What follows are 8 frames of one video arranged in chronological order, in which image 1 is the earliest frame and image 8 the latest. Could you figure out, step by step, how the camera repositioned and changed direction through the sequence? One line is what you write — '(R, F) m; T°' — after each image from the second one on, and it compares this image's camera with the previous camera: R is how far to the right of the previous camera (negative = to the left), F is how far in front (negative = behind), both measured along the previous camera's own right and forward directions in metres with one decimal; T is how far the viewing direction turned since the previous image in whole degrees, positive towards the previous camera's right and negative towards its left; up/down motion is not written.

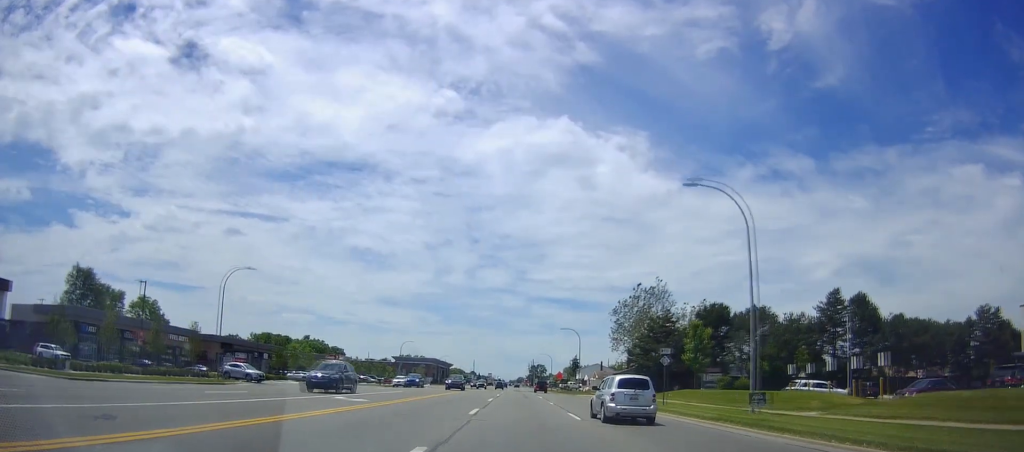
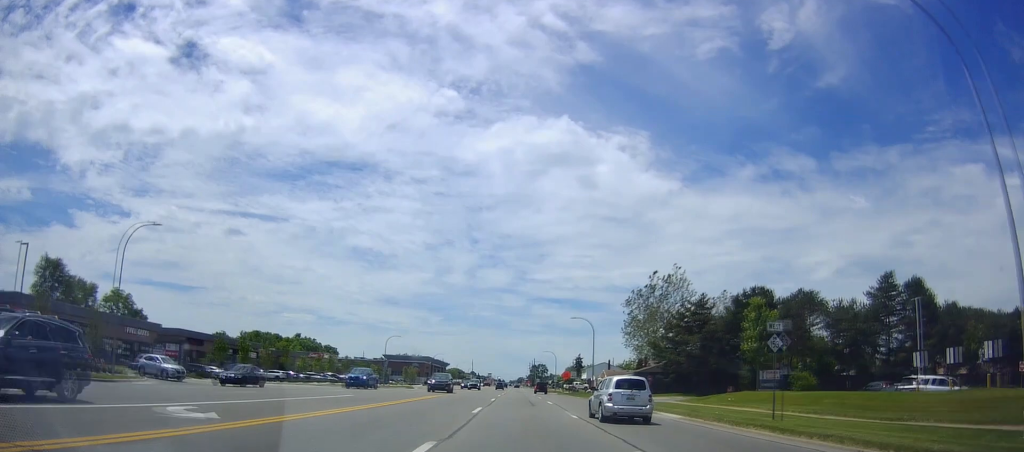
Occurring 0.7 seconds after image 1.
(-0.1, +14.0) m; -1°
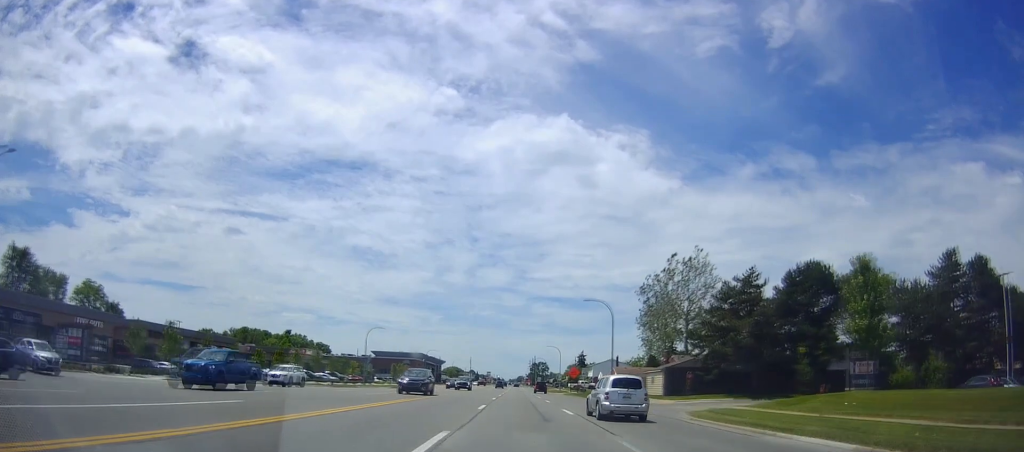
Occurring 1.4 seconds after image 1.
(-0.3, +13.5) m; 0°
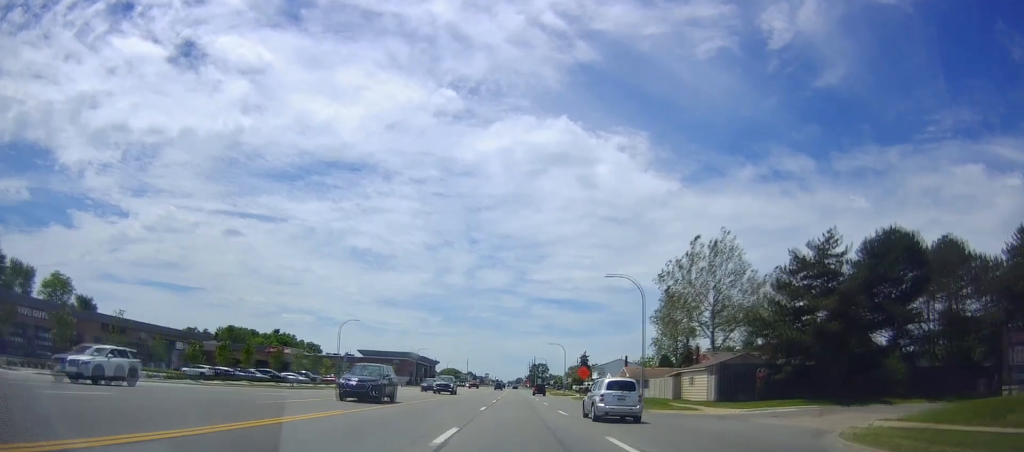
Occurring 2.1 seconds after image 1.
(+0.3, +13.4) m; +1°
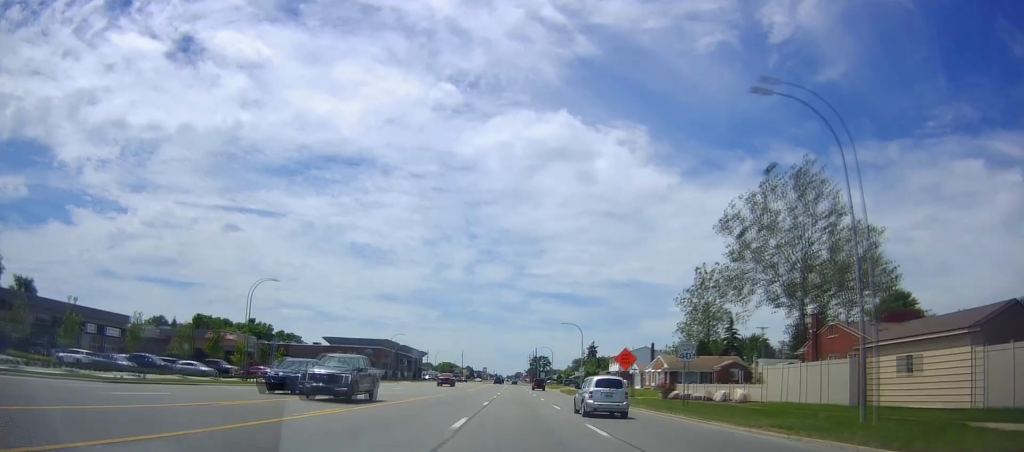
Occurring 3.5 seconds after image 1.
(+0.1, +26.7) m; -1°
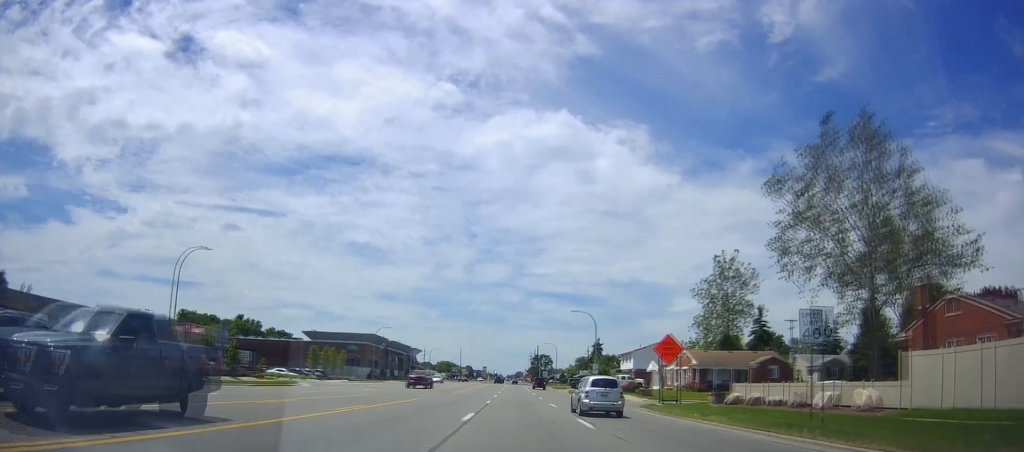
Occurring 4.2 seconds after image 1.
(-0.3, +12.2) m; 0°
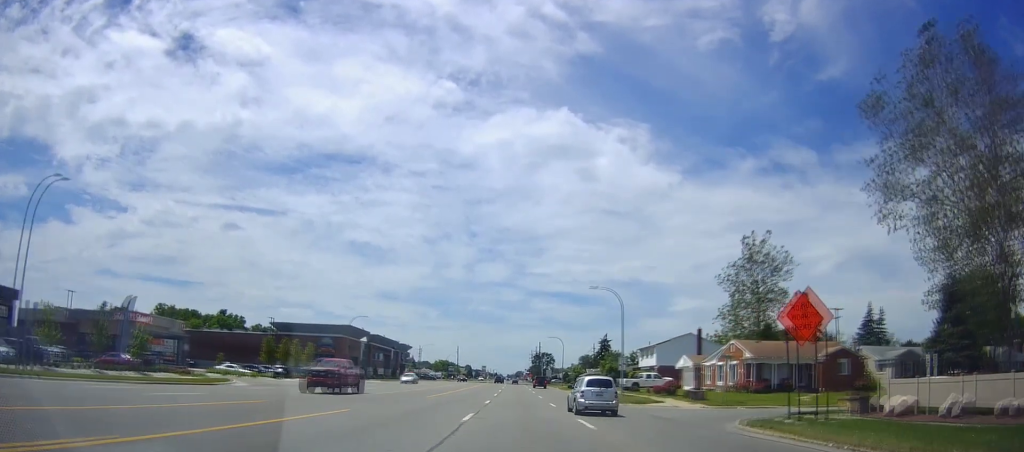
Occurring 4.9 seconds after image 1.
(+0.2, +15.1) m; +1°
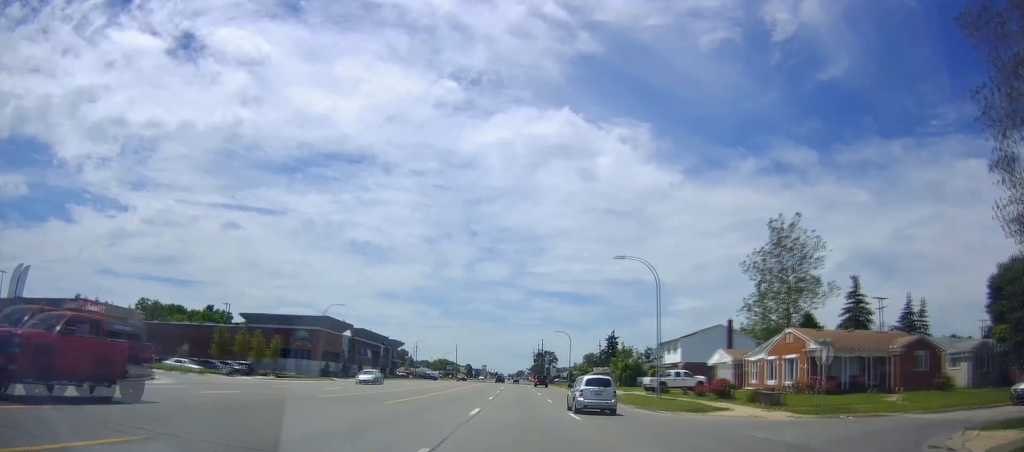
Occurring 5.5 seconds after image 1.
(+0.2, +11.9) m; +1°
